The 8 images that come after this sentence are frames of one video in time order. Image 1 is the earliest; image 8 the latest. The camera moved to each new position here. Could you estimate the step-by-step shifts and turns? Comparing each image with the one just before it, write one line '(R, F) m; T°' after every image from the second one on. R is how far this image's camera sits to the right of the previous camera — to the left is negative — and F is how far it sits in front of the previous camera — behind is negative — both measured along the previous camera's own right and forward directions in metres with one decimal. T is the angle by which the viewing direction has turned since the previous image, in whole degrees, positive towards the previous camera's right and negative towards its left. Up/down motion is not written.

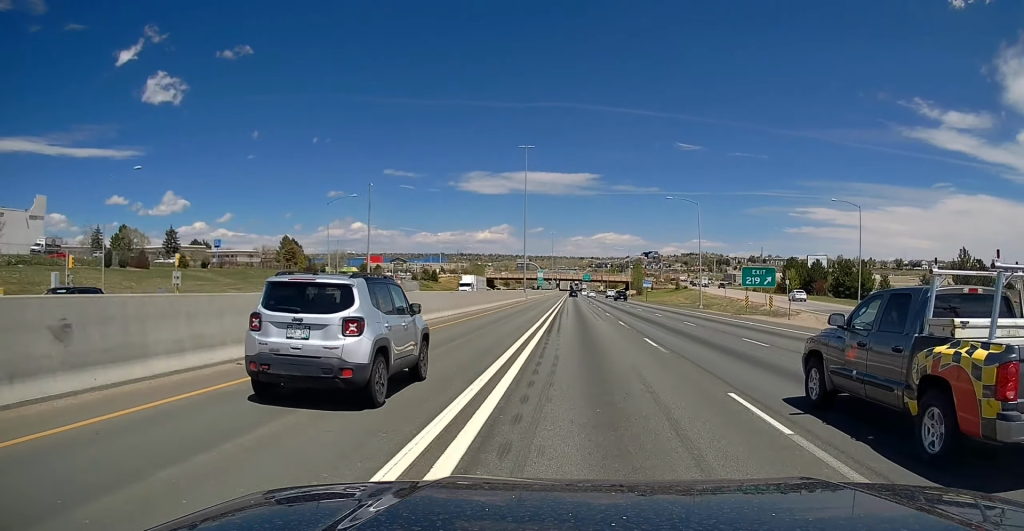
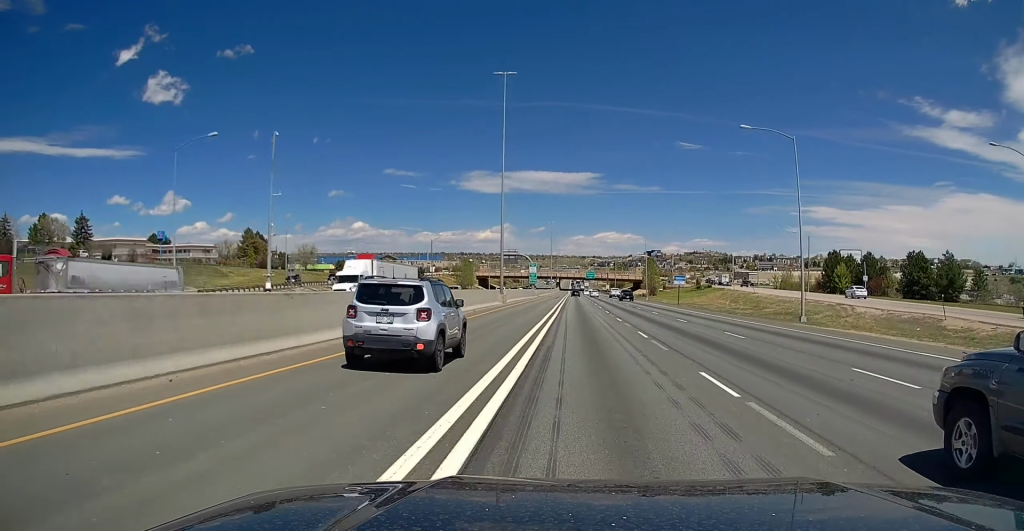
(+0.4, +33.6) m; +1°
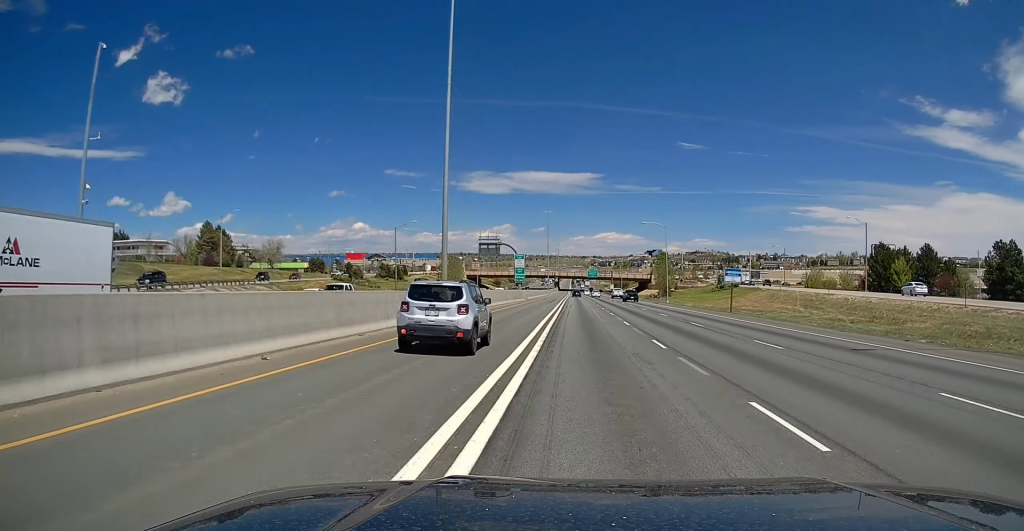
(+0.1, +28.4) m; 0°
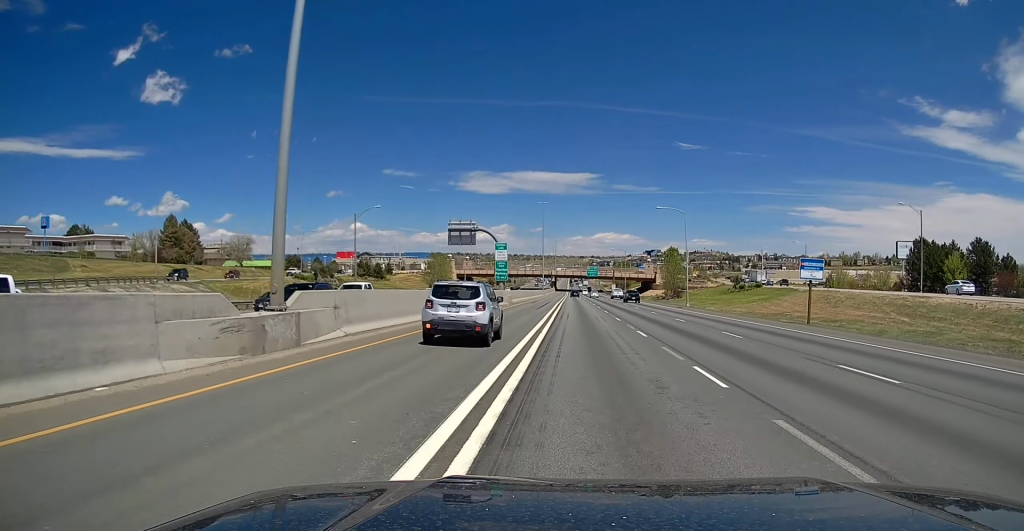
(-0.3, +19.8) m; -1°
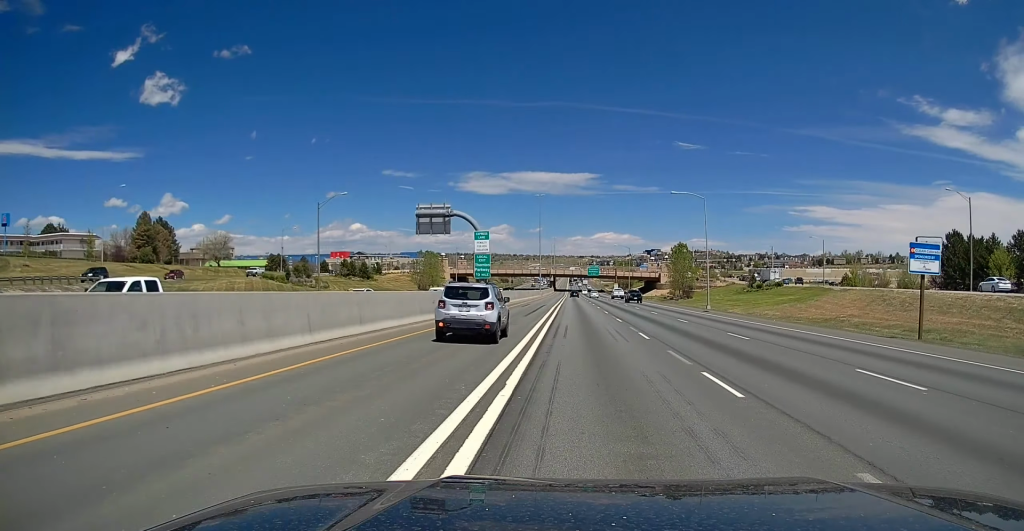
(0.0, +13.3) m; 0°
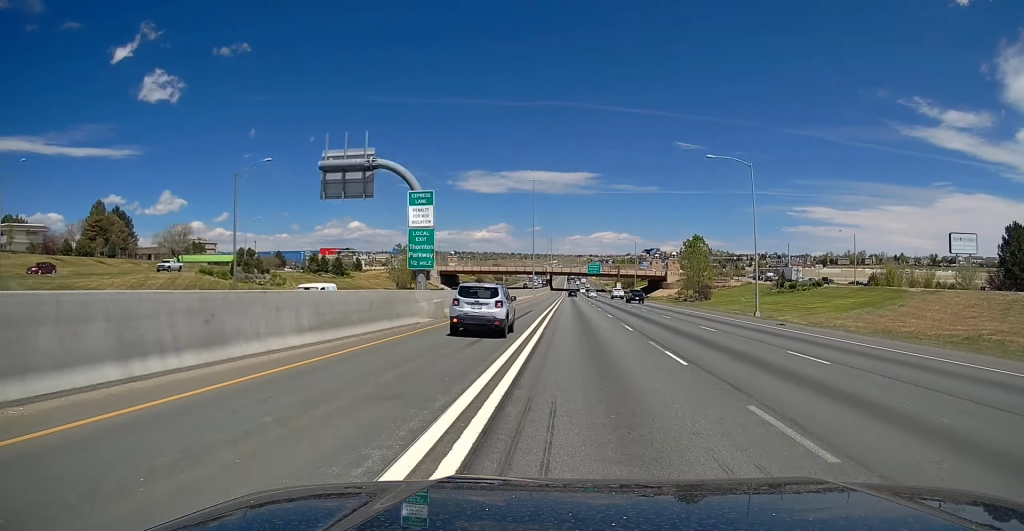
(-0.1, +20.0) m; +1°
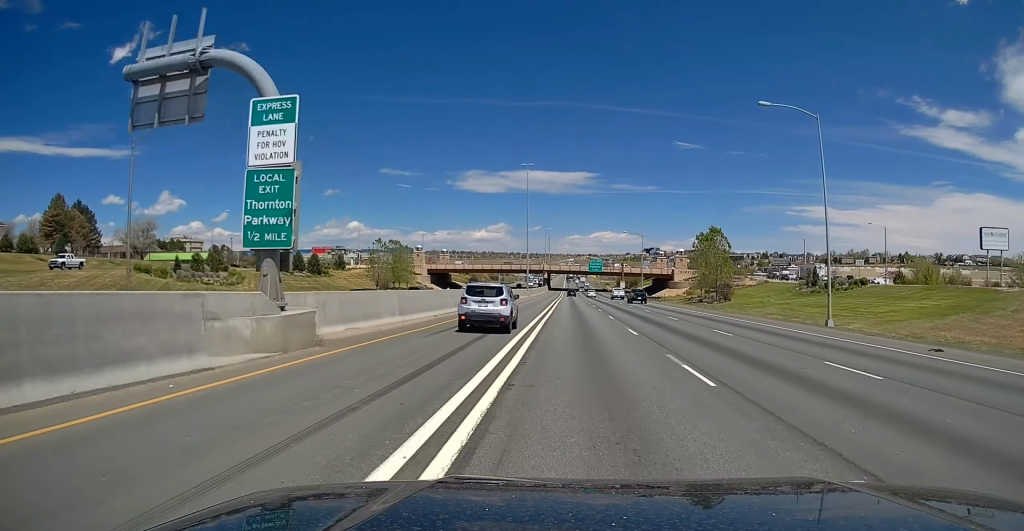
(+0.3, +15.7) m; 0°
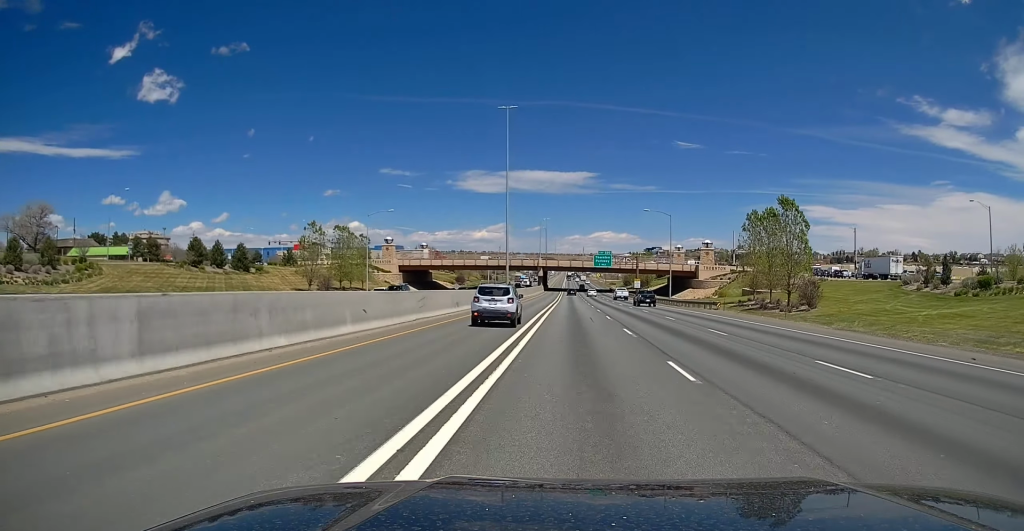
(0.0, +36.9) m; 0°
